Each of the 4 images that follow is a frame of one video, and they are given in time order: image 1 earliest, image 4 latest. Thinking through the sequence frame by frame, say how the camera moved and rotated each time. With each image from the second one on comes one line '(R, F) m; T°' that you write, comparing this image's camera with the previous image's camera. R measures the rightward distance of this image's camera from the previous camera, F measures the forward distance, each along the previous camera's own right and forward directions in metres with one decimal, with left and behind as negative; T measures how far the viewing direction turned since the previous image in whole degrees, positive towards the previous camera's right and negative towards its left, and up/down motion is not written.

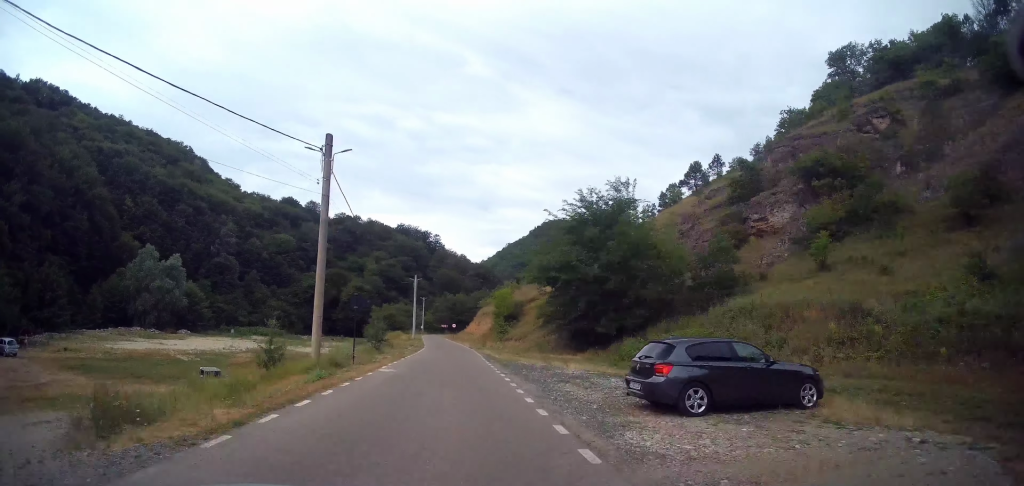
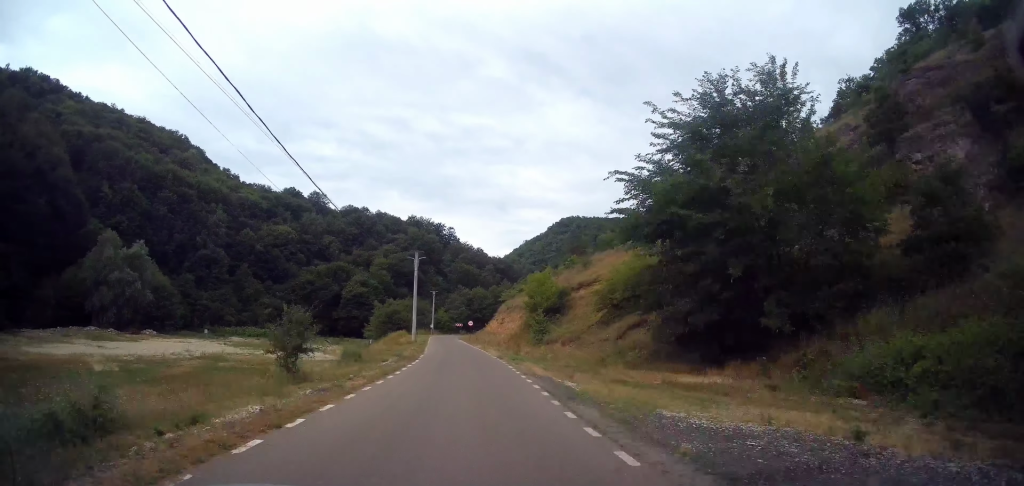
(-0.4, +18.6) m; -3°
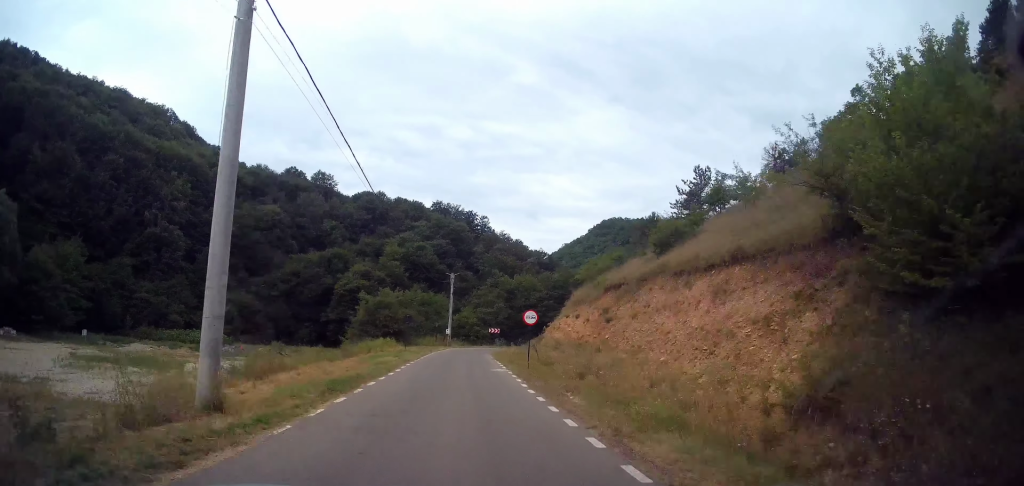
(-1.0, +38.9) m; -4°
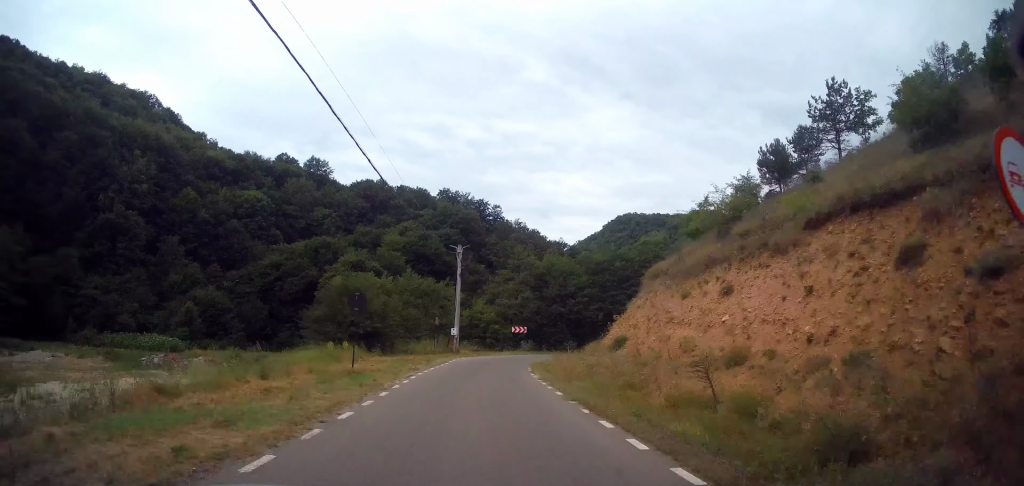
(-0.4, +18.1) m; 0°
